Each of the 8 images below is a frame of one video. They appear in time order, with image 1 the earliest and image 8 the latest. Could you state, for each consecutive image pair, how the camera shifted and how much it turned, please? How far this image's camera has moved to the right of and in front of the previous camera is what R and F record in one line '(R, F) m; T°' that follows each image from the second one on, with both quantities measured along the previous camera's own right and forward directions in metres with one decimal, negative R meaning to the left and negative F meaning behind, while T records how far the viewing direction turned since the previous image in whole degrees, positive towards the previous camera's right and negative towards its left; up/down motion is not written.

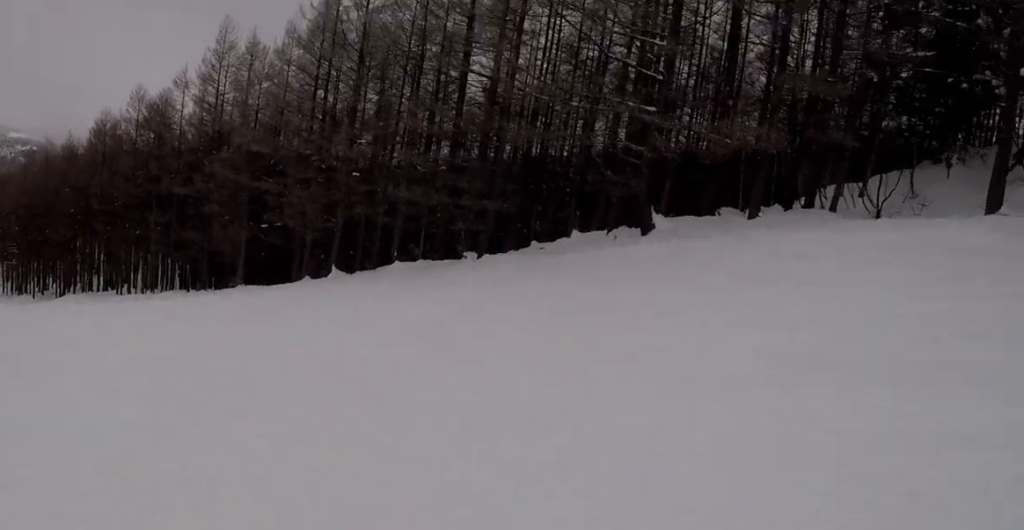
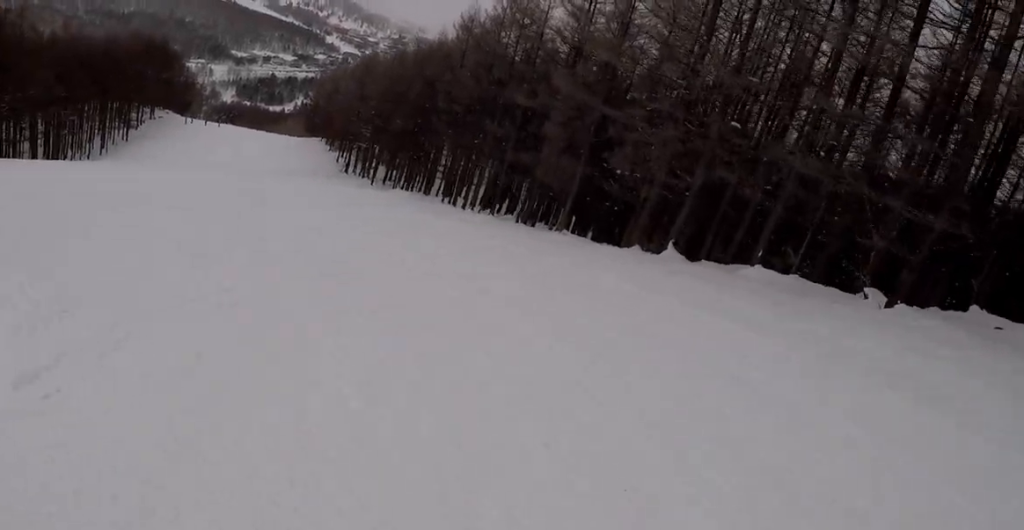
(-2.3, +8.6) m; -39°
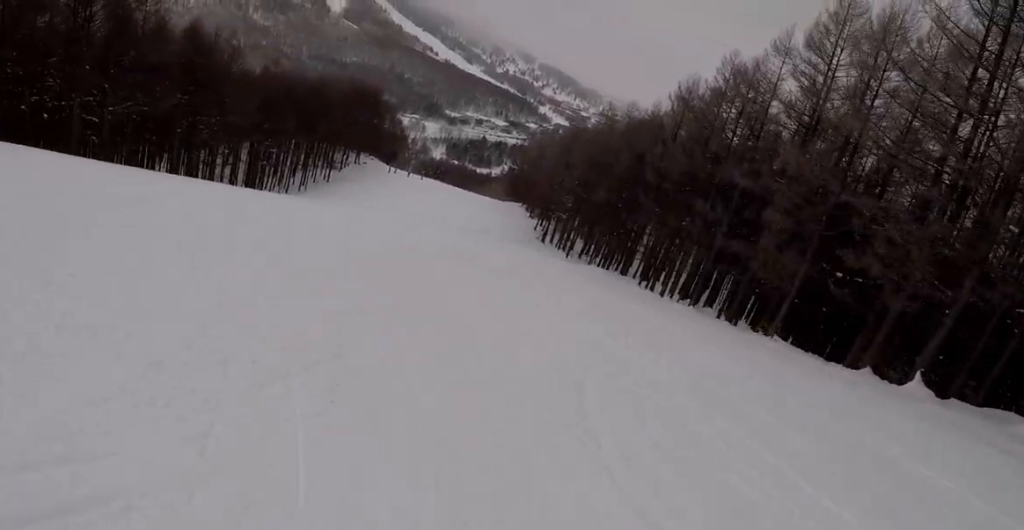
(-0.6, +3.9) m; -17°
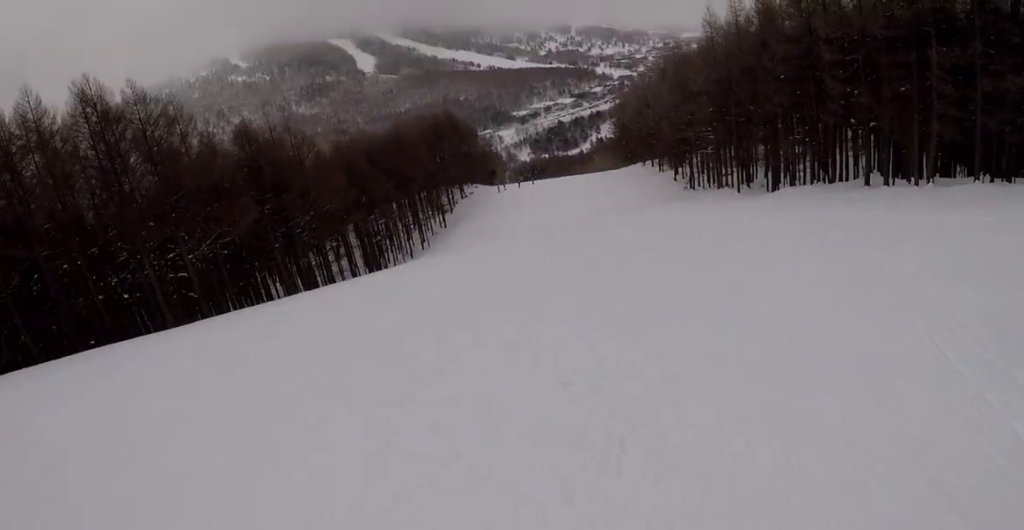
(-2.4, +10.6) m; -4°
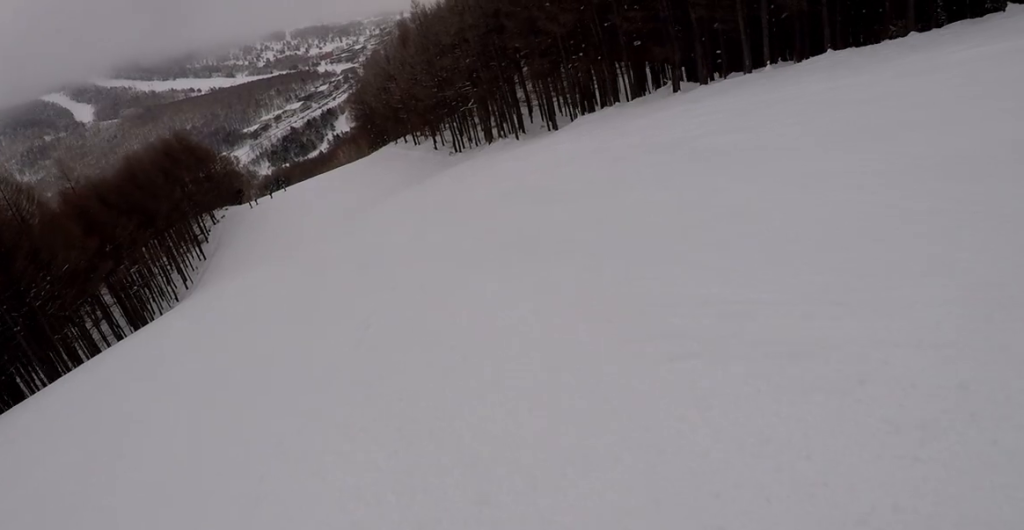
(+1.1, +6.7) m; +21°
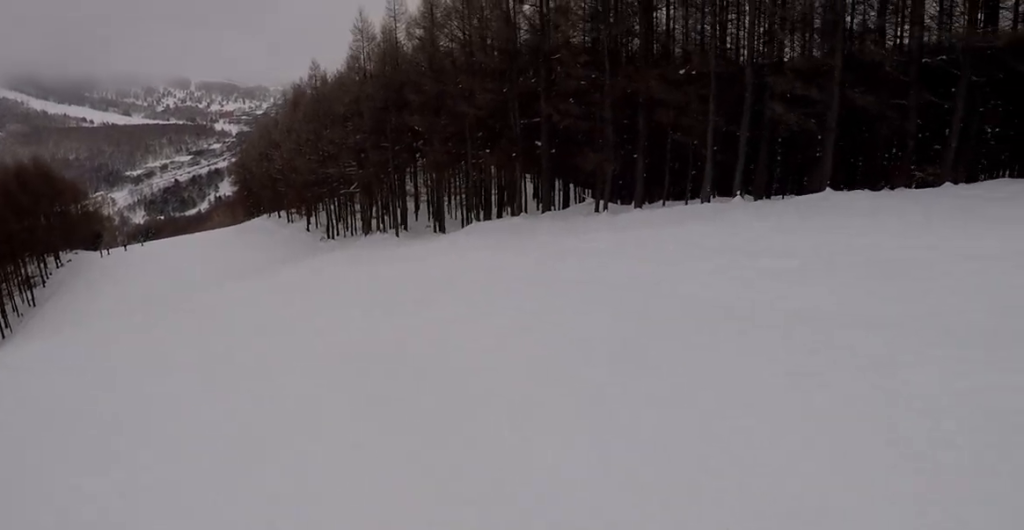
(+1.7, +8.7) m; +13°
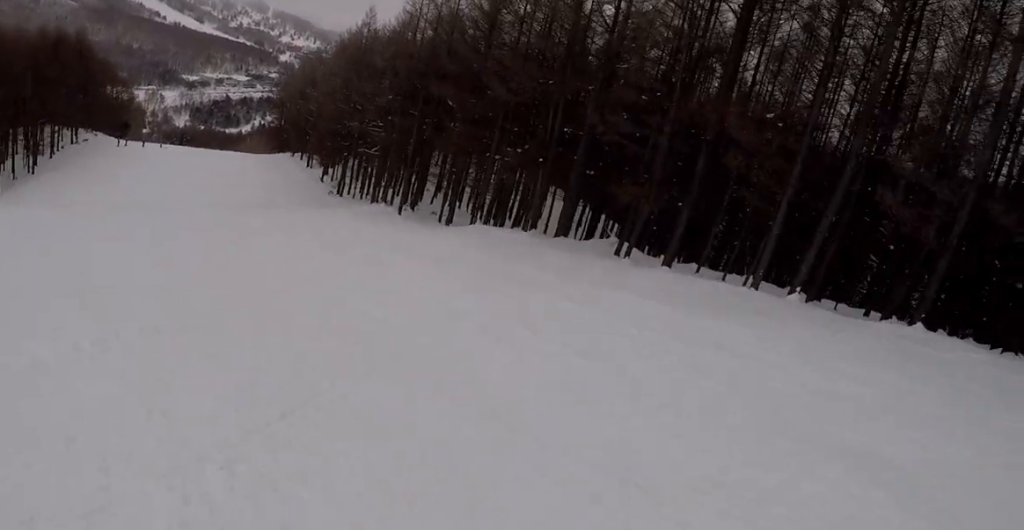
(0.0, +6.0) m; -3°
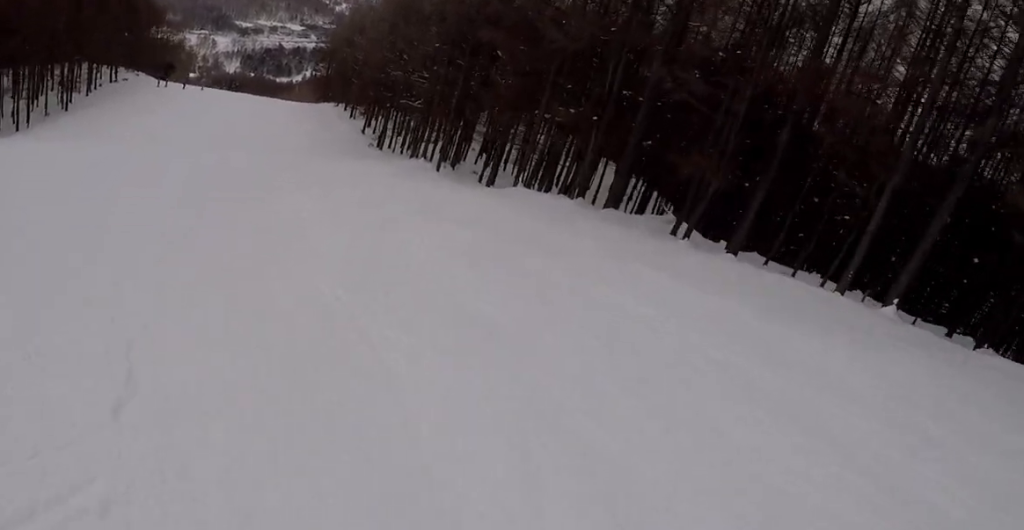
(-0.1, +3.3) m; -13°
